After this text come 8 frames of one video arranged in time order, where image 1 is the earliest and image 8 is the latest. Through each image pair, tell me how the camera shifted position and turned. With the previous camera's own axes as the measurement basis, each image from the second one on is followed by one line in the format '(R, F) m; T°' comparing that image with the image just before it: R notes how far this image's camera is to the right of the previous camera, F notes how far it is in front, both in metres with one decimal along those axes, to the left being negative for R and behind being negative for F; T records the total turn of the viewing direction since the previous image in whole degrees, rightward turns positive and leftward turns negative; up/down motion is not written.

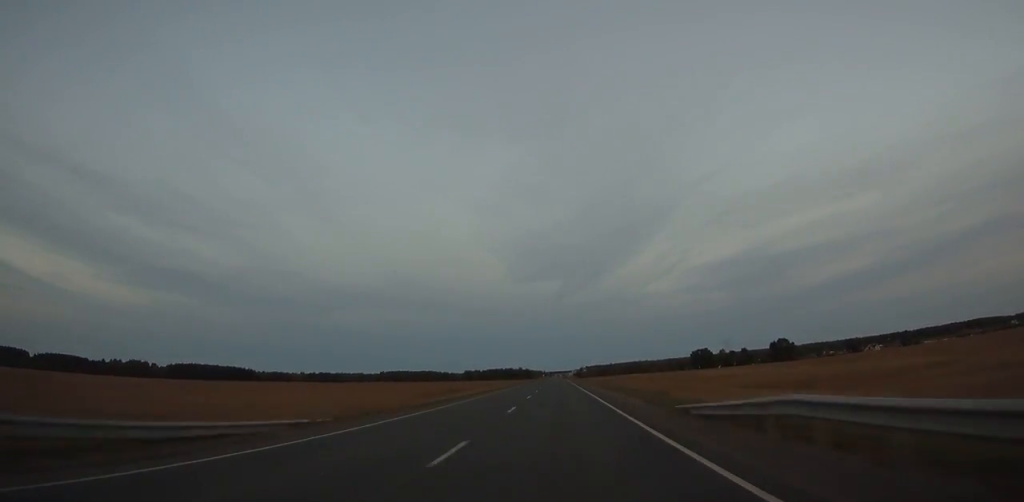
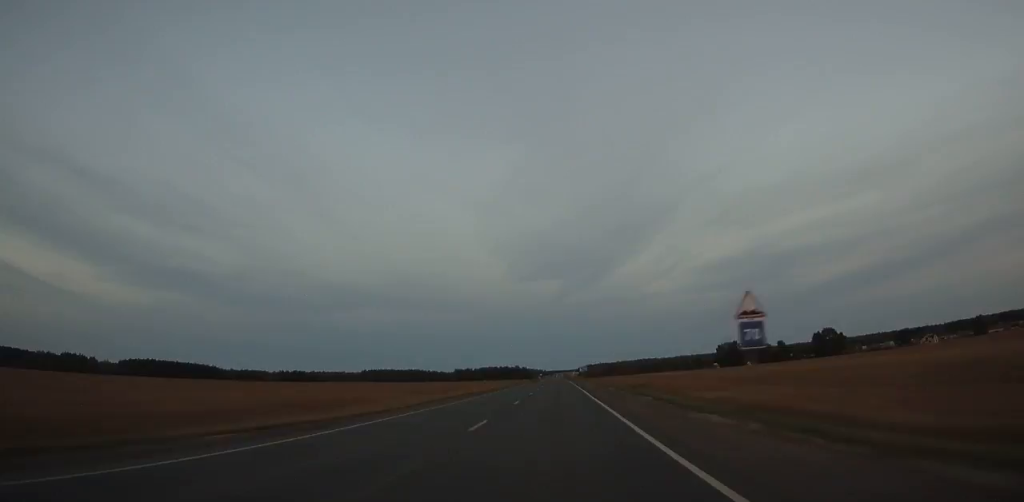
(+0.3, +104.0) m; 0°
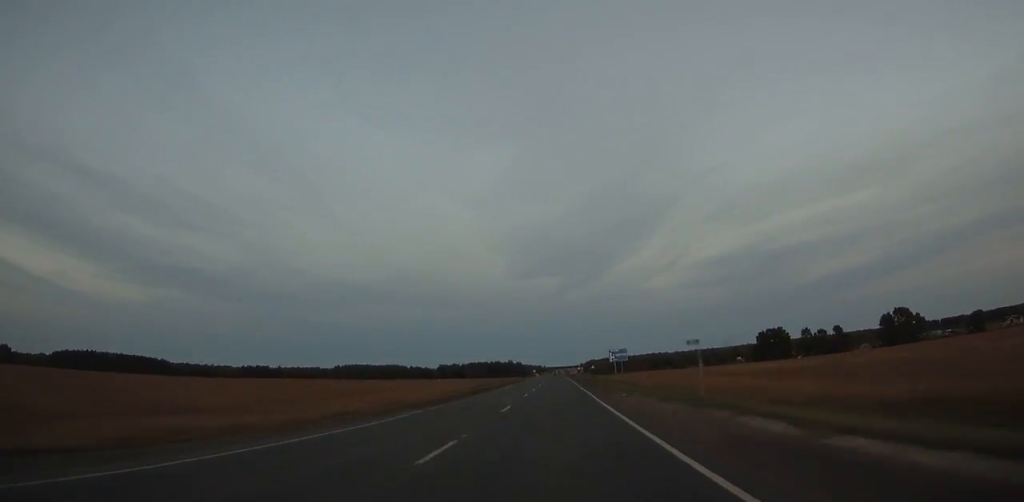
(+0.1, +112.1) m; 0°
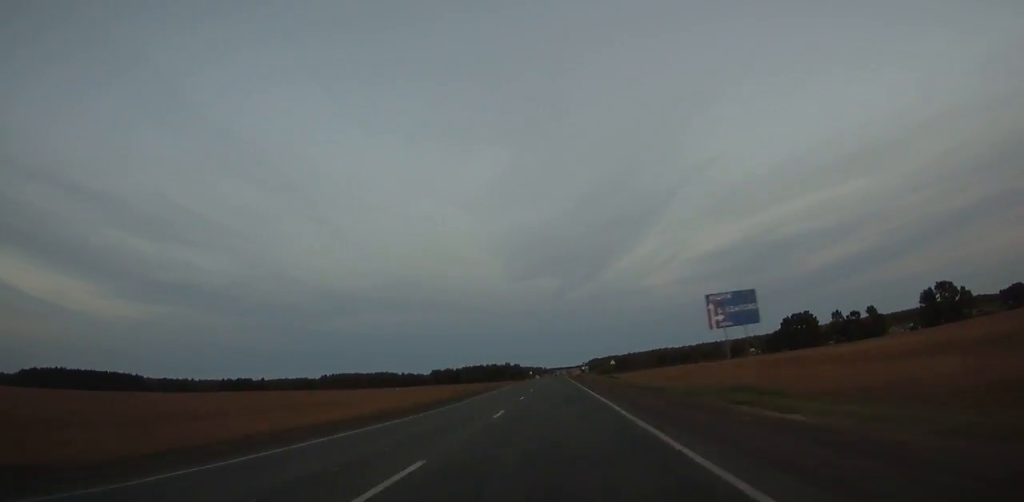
(-0.1, +47.4) m; 0°
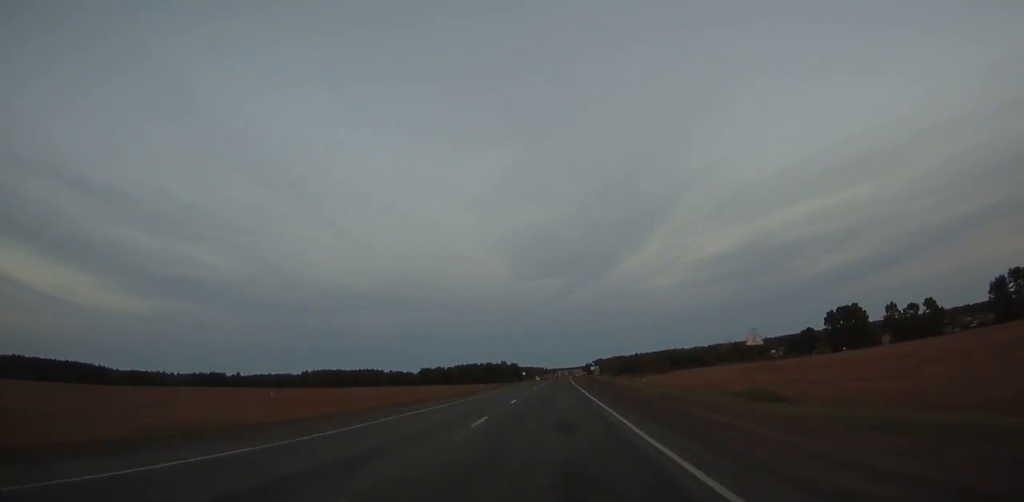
(-0.1, +61.0) m; 0°
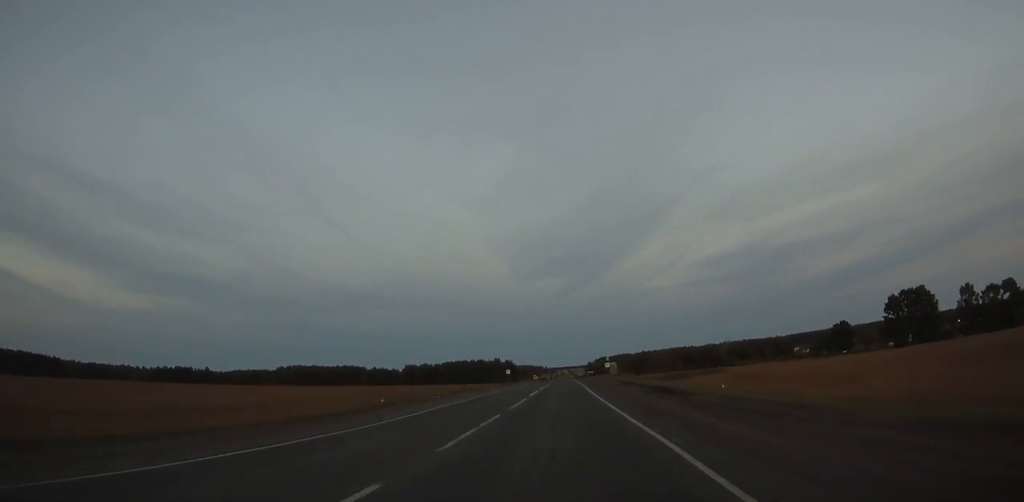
(-0.1, +64.7) m; 0°
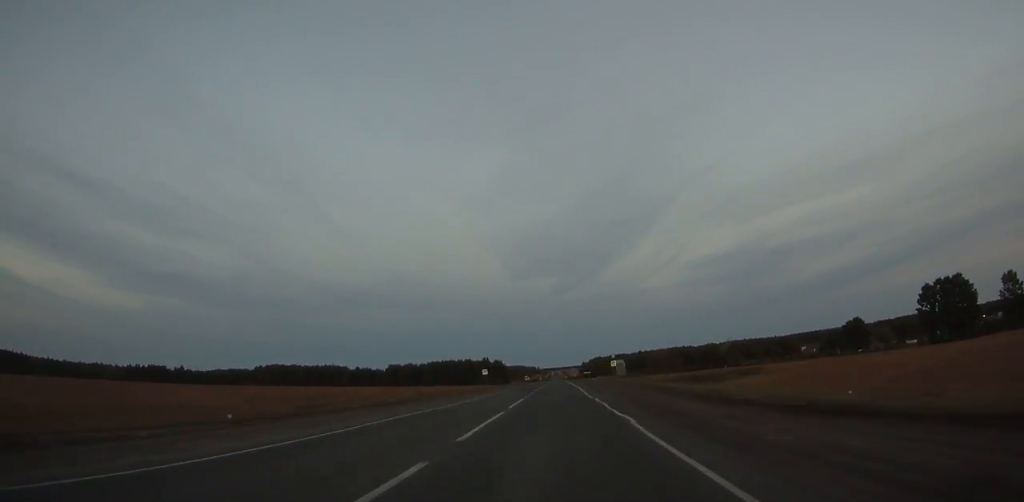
(+0.1, +32.1) m; 0°
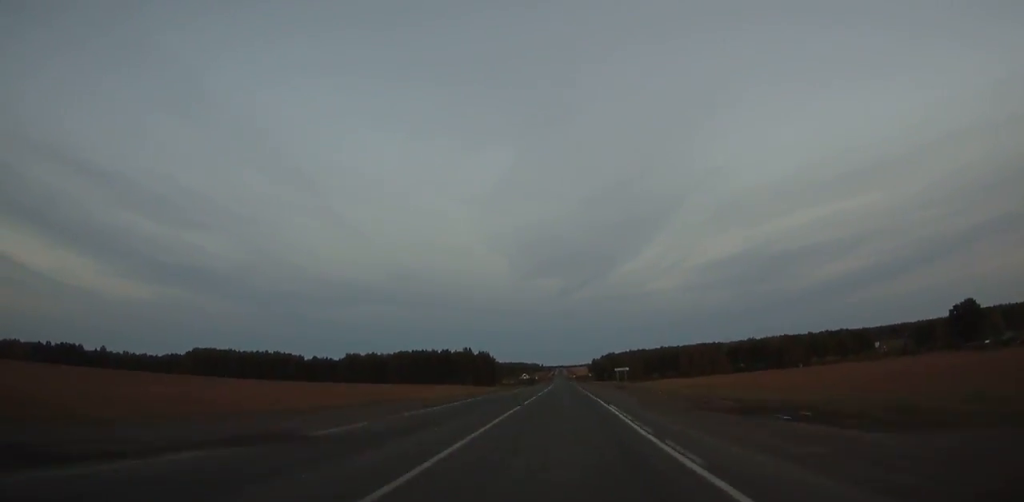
(+0.2, +128.7) m; 0°
